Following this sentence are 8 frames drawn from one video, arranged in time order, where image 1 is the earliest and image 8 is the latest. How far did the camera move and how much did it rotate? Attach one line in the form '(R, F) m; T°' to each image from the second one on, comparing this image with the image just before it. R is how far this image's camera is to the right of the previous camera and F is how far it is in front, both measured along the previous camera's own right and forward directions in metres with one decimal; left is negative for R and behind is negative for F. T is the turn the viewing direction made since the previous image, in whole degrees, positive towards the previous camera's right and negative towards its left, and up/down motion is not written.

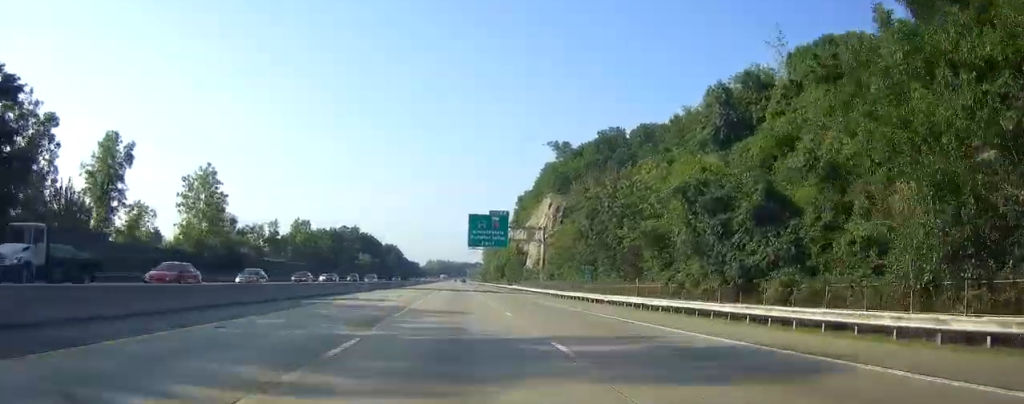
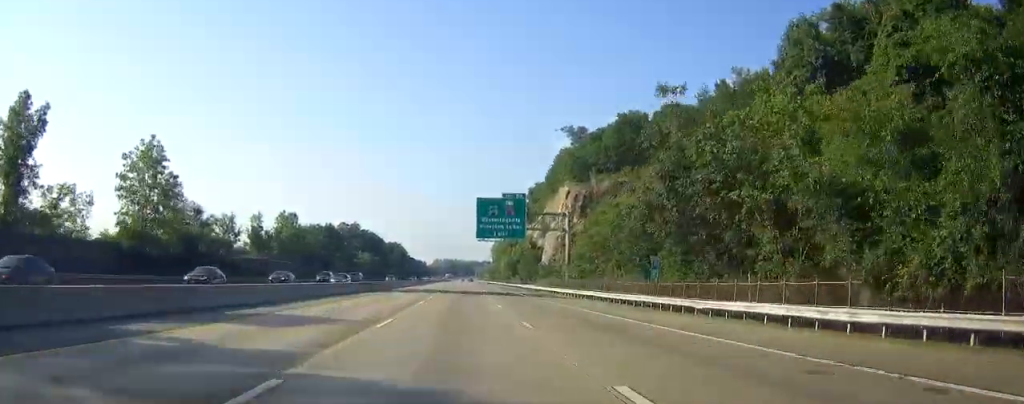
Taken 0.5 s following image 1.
(0.0, +18.2) m; -1°
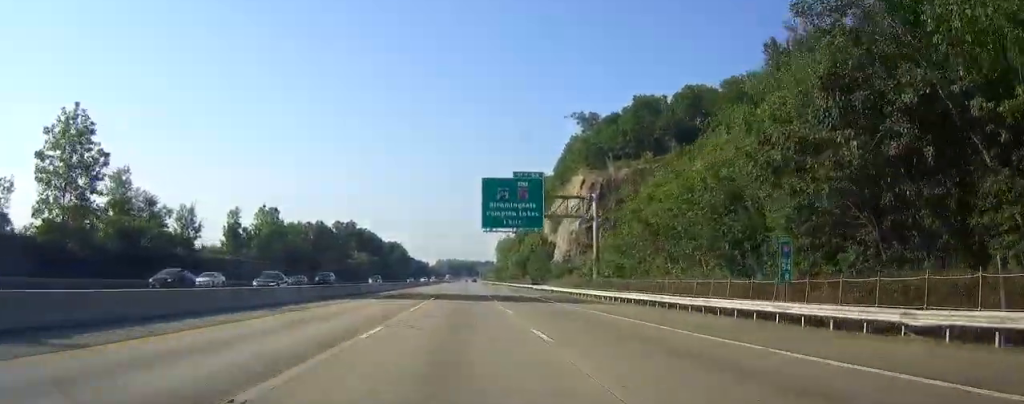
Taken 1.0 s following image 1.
(-0.3, +16.0) m; -1°
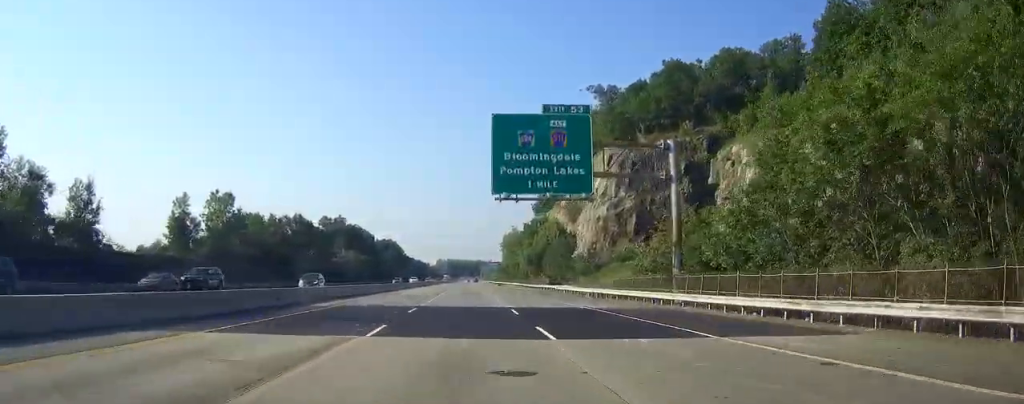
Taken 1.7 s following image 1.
(-0.2, +25.2) m; -1°
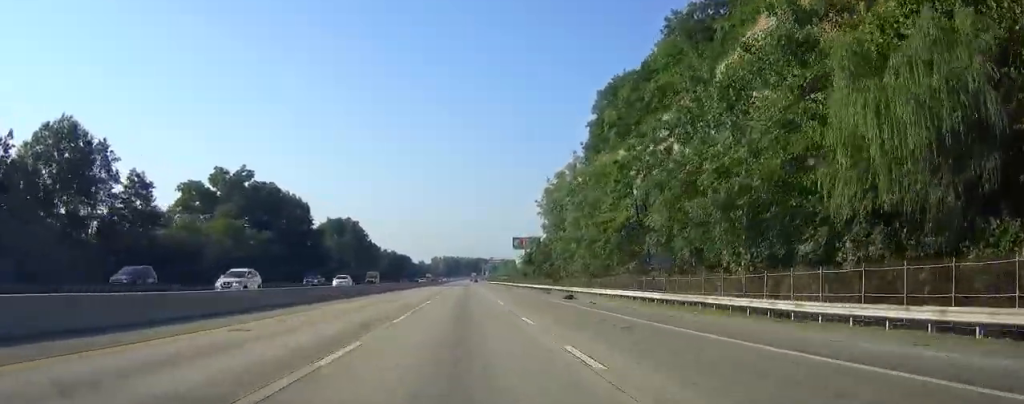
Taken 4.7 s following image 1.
(0.0, +102.0) m; 0°
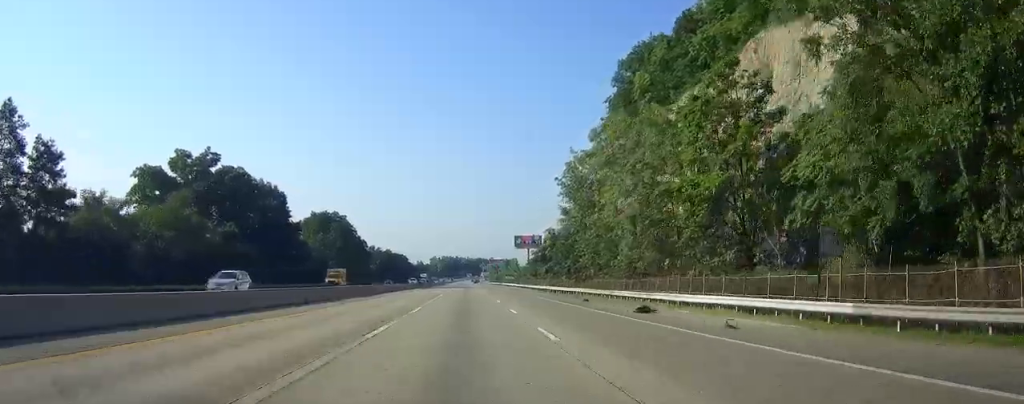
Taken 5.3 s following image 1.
(+0.1, +19.5) m; 0°
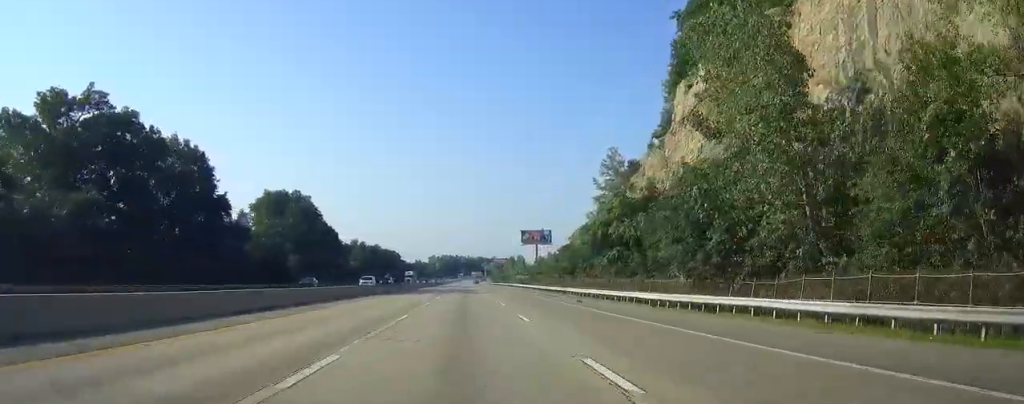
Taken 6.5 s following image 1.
(+0.1, +41.3) m; 0°
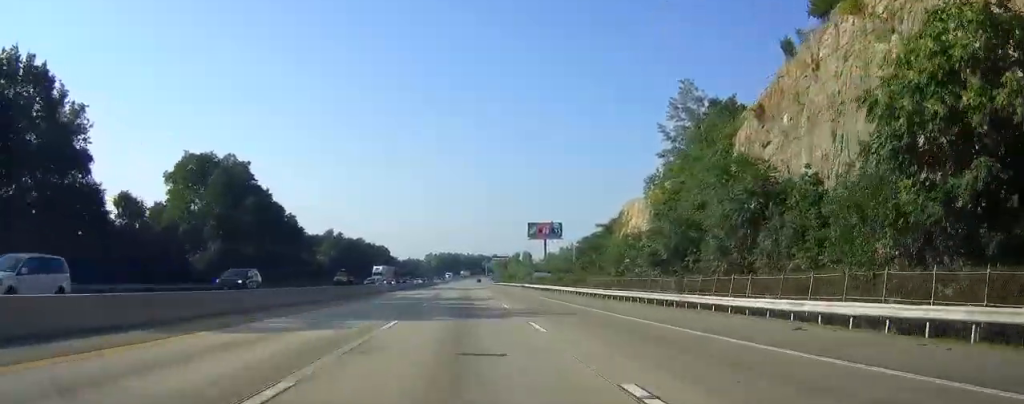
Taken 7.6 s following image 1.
(-0.1, +39.2) m; 0°
